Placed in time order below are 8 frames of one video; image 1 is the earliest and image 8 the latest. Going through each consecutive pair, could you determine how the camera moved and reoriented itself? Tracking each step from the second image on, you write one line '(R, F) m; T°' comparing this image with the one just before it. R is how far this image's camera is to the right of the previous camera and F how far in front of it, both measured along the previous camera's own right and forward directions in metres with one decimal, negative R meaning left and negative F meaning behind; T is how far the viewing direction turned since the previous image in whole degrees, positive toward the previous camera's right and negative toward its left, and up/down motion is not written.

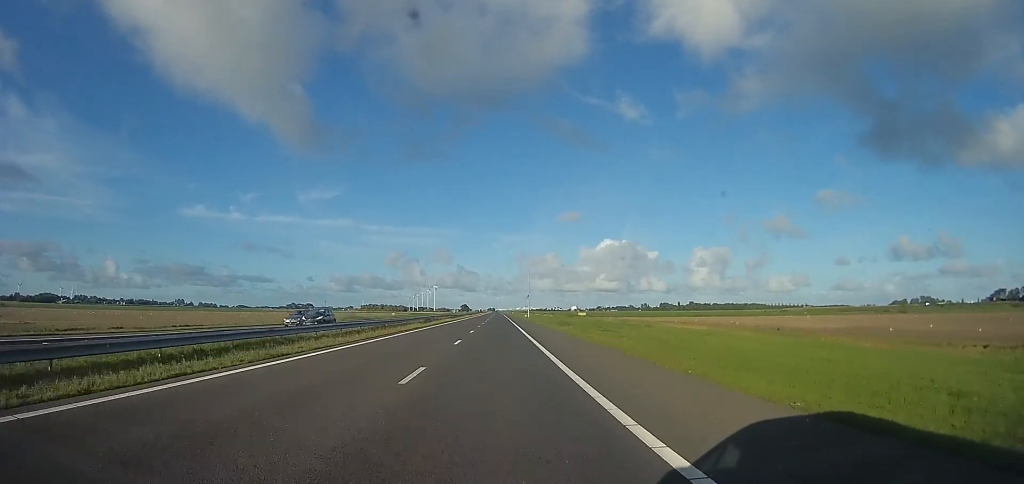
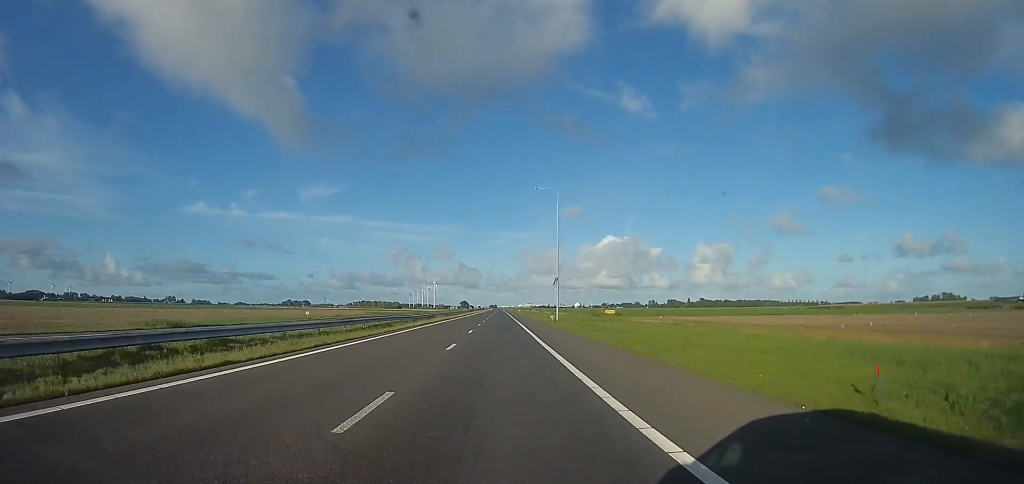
(-1.0, +51.9) m; -3°
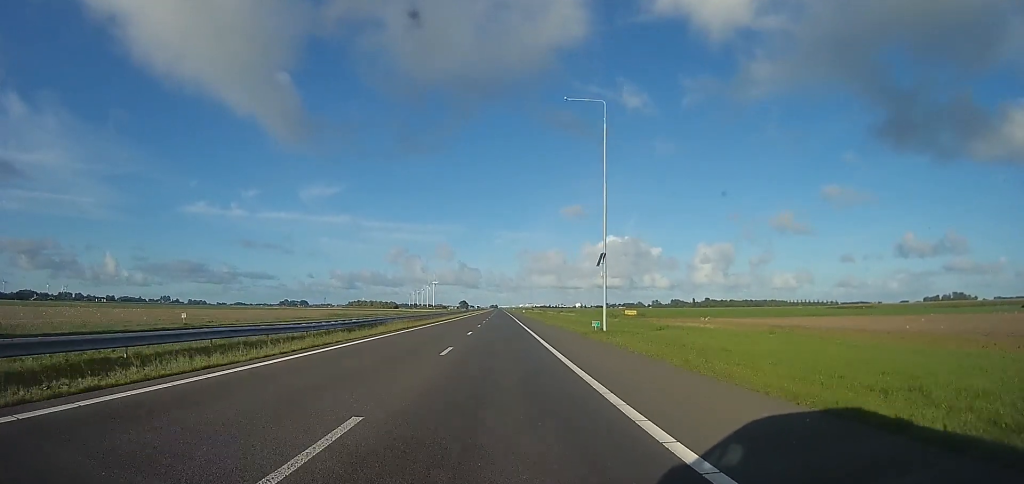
(-0.6, +25.9) m; +1°
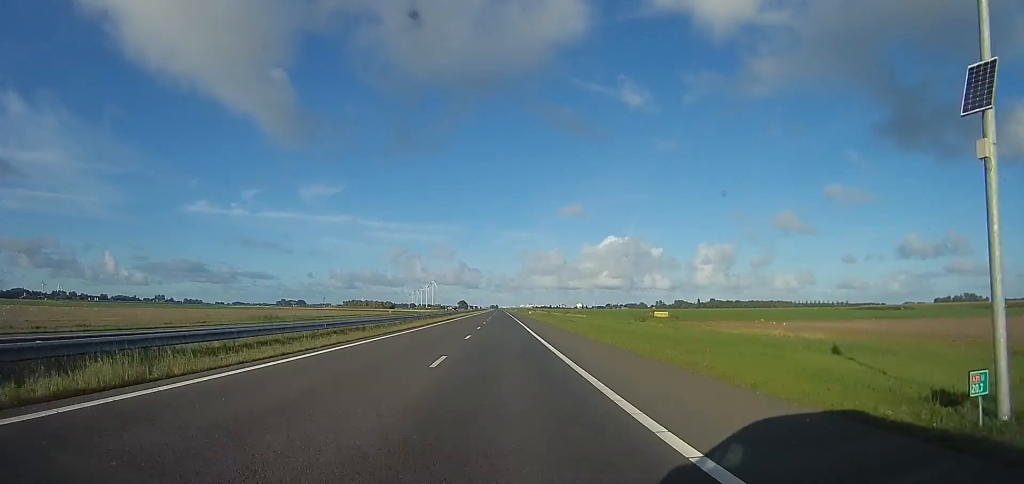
(+1.1, +26.8) m; +2°
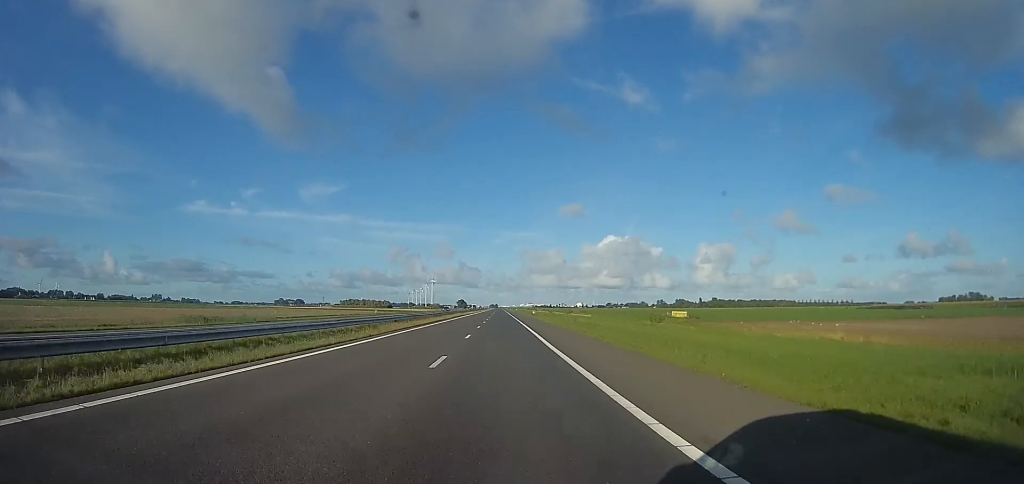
(-0.1, +12.0) m; 0°
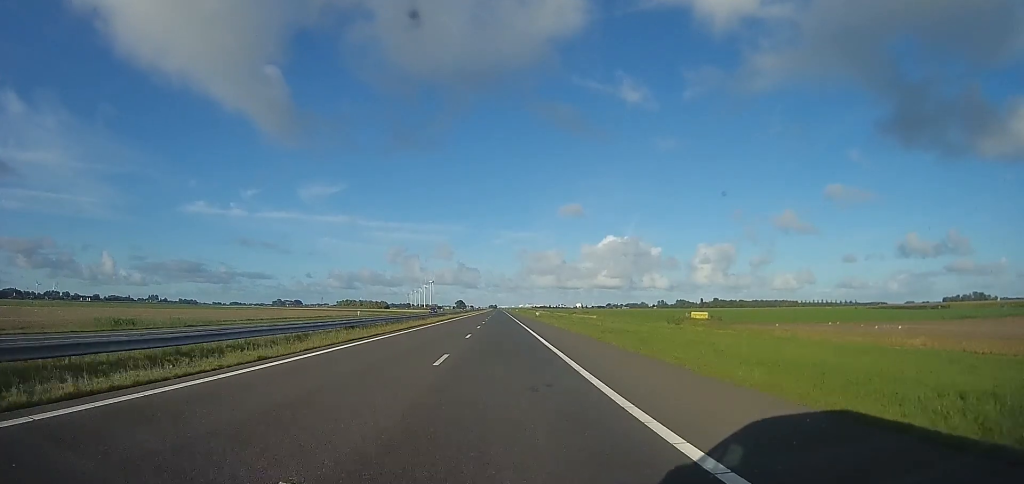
(0.0, +11.2) m; 0°
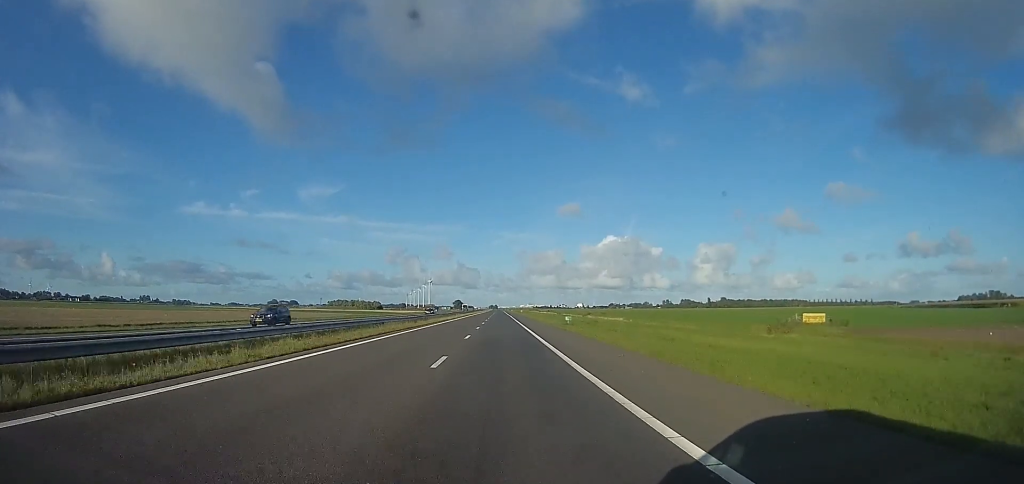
(-0.1, +36.2) m; 0°
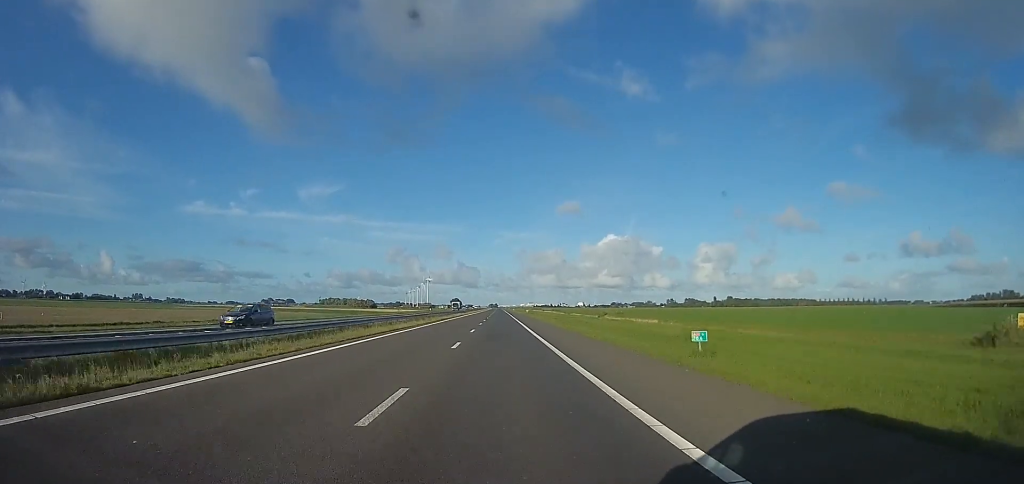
(0.0, +29.9) m; 0°
